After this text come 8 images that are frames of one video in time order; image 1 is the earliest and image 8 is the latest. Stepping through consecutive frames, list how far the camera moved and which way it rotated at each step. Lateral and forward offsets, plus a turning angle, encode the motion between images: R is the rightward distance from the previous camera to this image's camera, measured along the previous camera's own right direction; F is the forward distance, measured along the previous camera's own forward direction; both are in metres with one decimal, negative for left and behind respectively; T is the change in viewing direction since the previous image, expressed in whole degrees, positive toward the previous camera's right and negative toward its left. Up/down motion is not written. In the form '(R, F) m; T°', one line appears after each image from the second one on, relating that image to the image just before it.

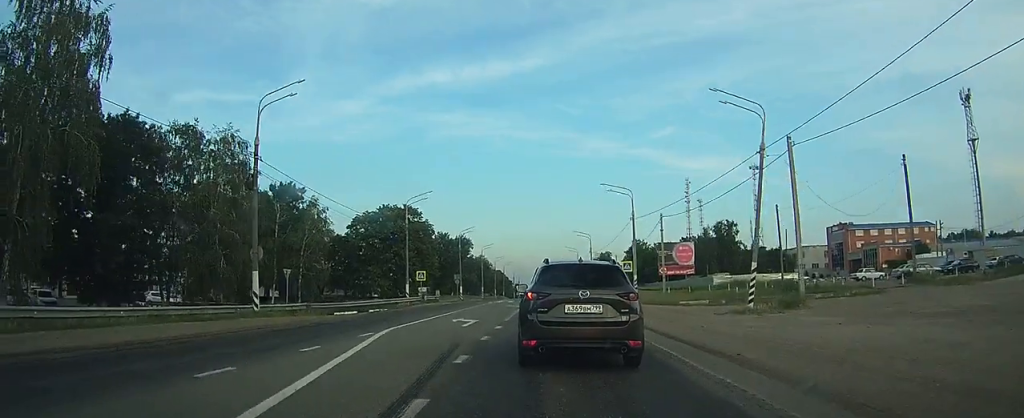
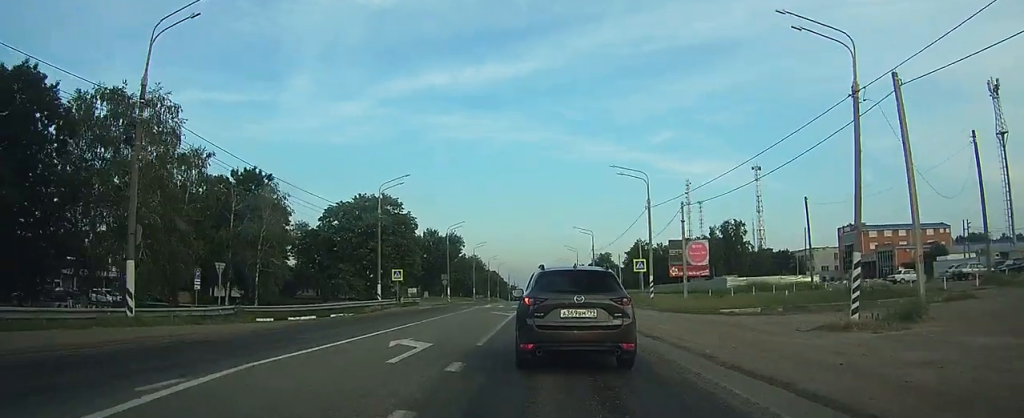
(0.0, +8.6) m; 0°
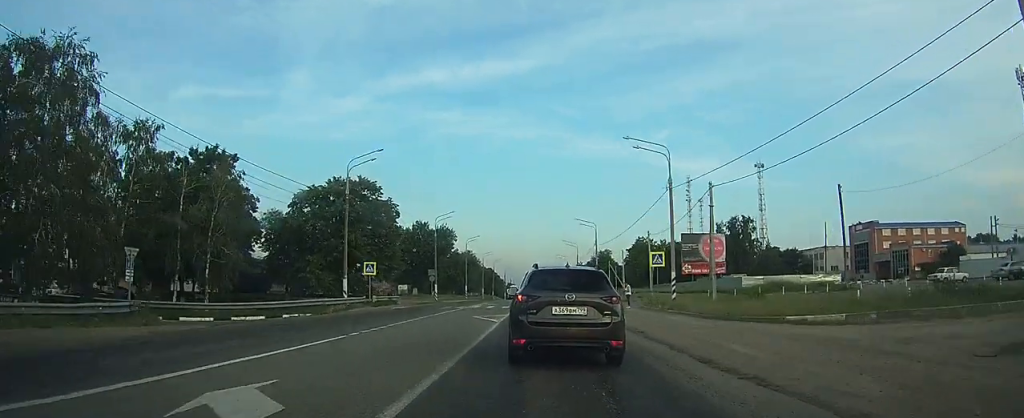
(0.0, +7.4) m; +1°
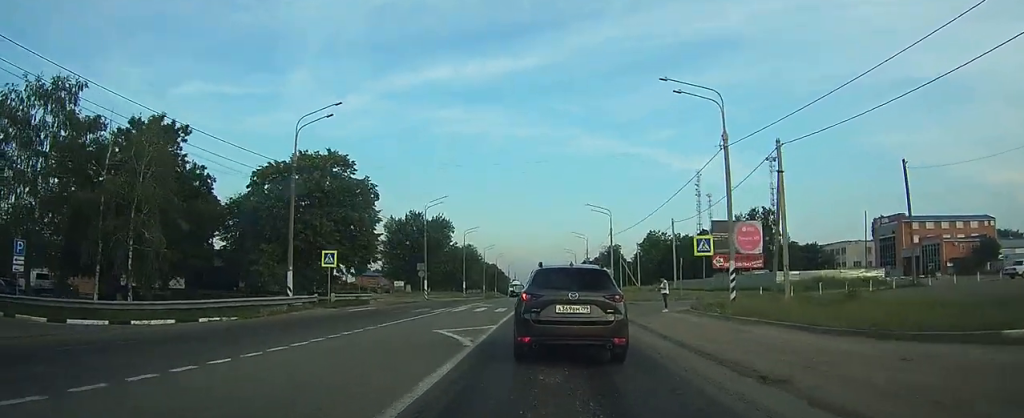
(+0.1, +9.1) m; +1°
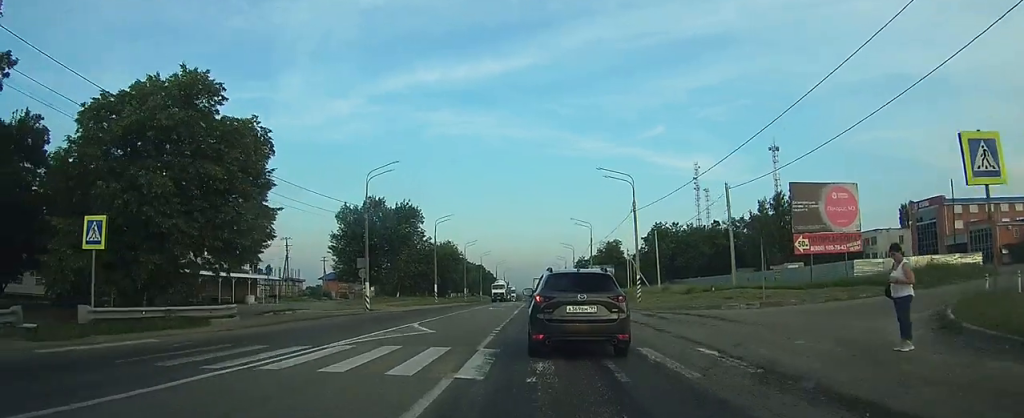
(0.0, +18.8) m; 0°
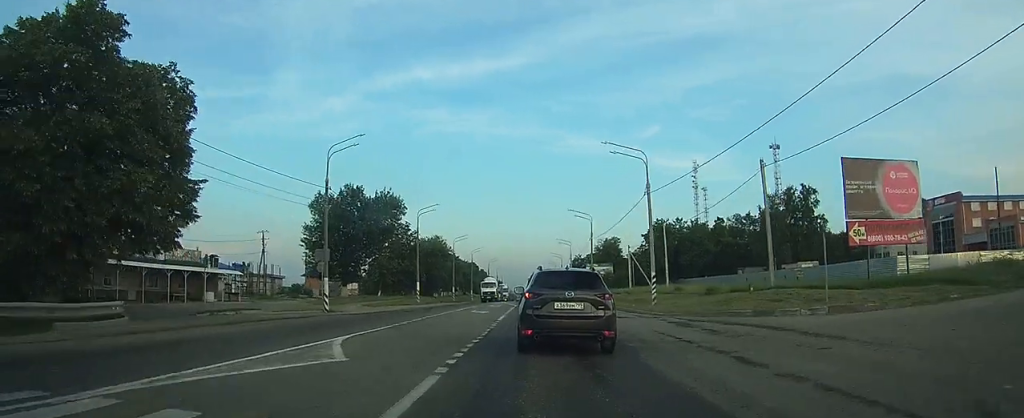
(0.0, +7.3) m; 0°
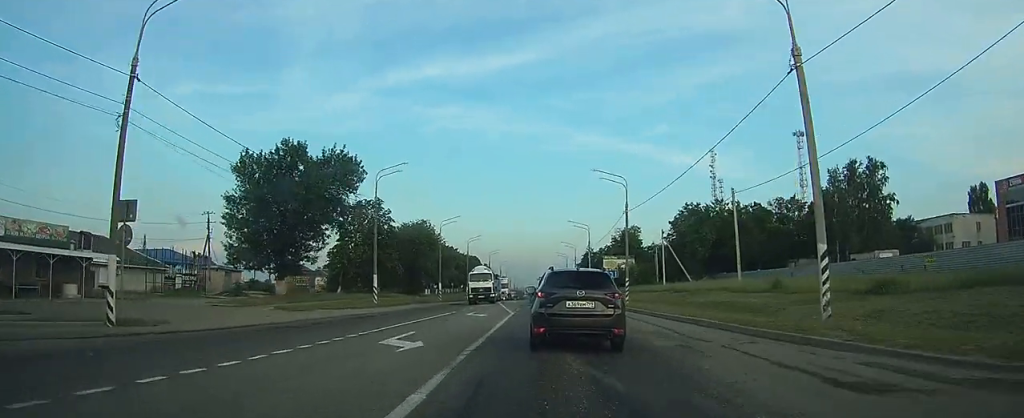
(+0.1, +19.0) m; 0°
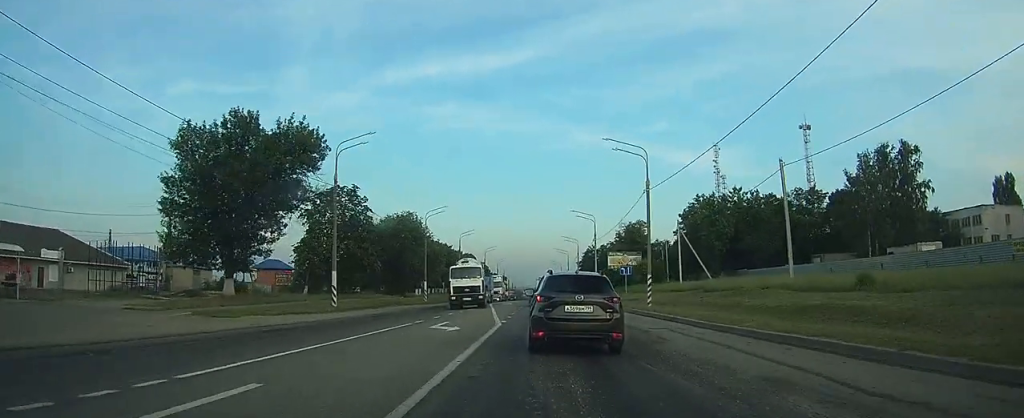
(0.0, +8.5) m; 0°
